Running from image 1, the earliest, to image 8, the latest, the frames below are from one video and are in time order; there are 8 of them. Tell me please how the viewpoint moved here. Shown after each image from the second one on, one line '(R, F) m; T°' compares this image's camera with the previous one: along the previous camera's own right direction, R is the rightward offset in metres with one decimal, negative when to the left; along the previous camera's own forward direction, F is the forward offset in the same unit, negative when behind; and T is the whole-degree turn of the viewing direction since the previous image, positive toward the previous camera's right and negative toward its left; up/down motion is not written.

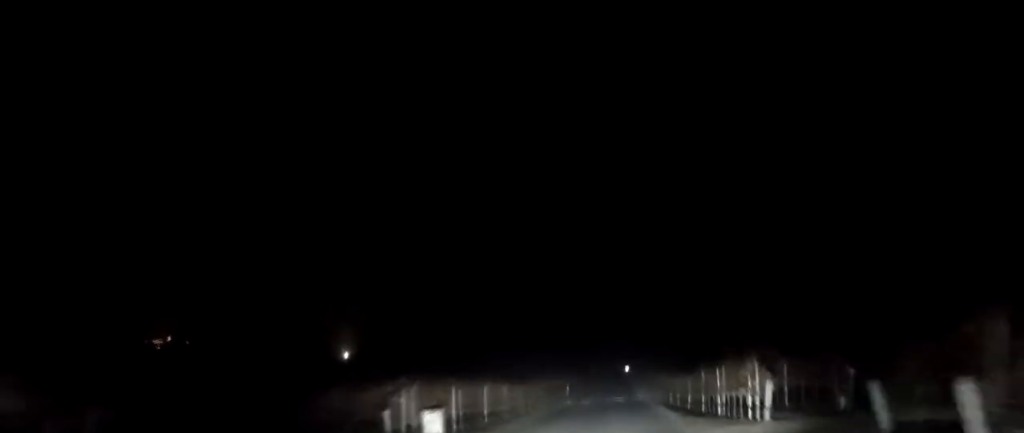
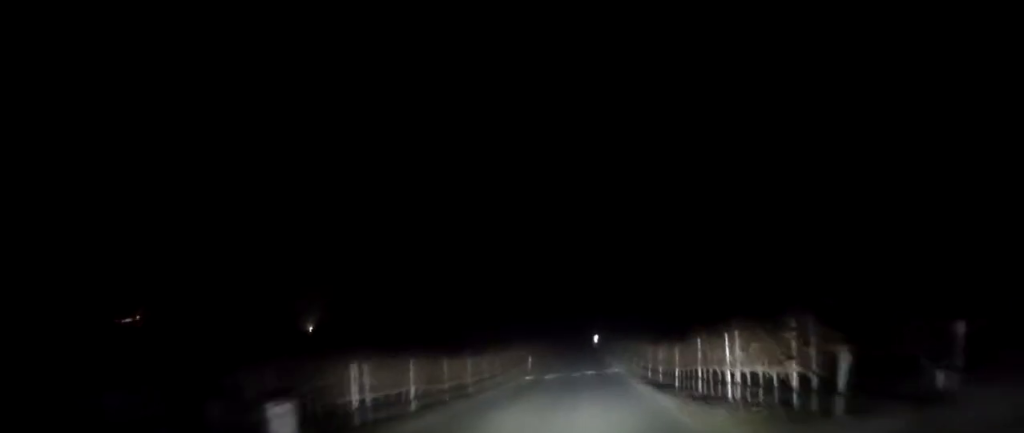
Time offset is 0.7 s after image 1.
(0.0, +7.2) m; -1°
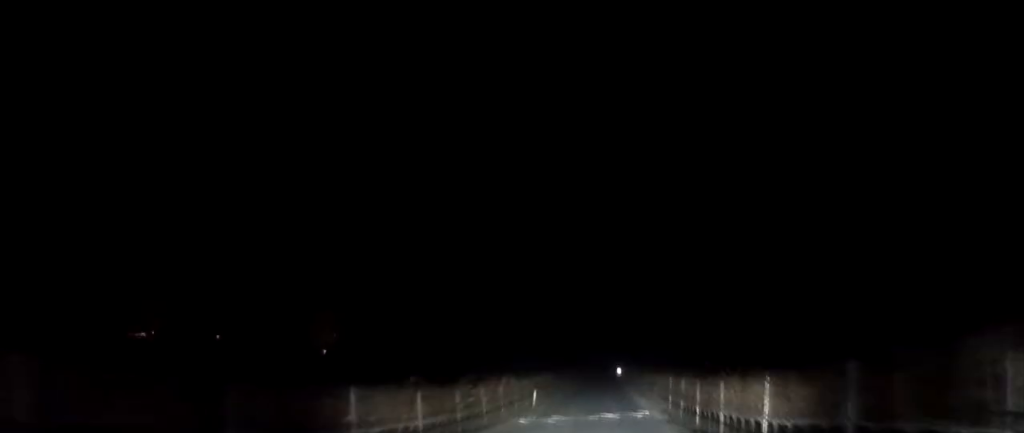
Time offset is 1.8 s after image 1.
(-0.2, +12.7) m; 0°
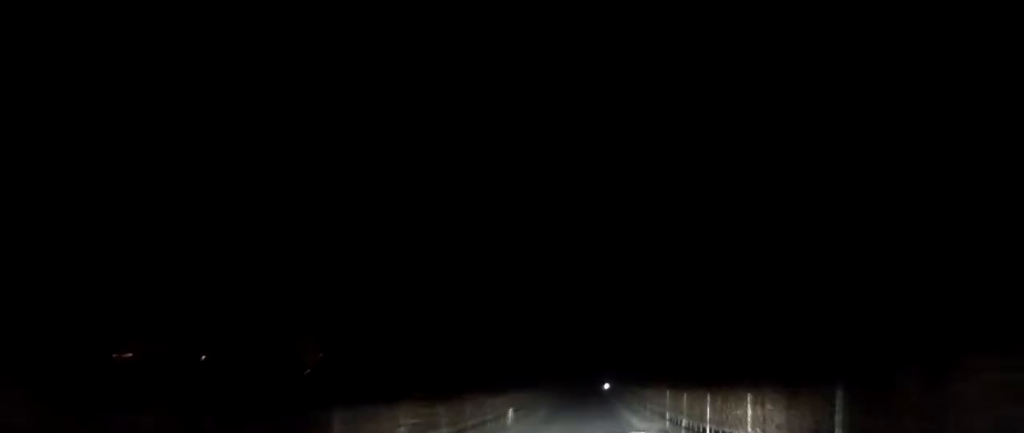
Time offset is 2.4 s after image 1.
(0.0, +5.9) m; +1°
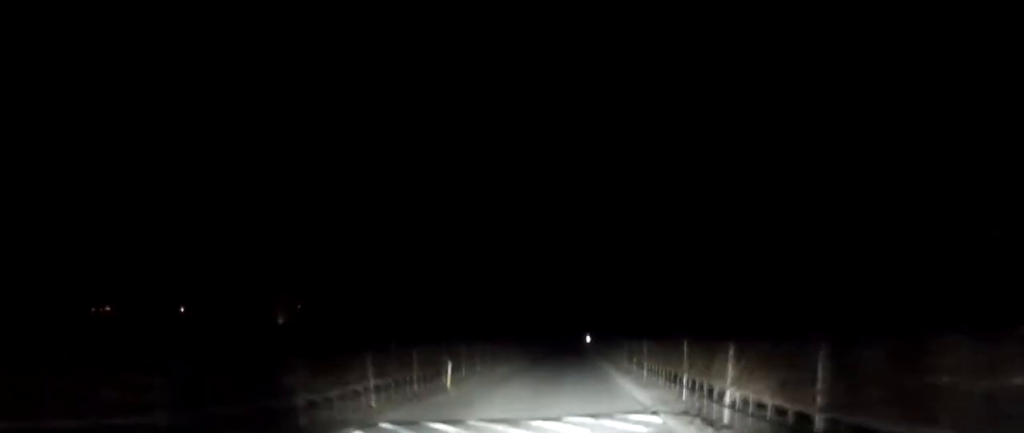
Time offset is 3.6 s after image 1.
(+0.4, +12.9) m; +1°
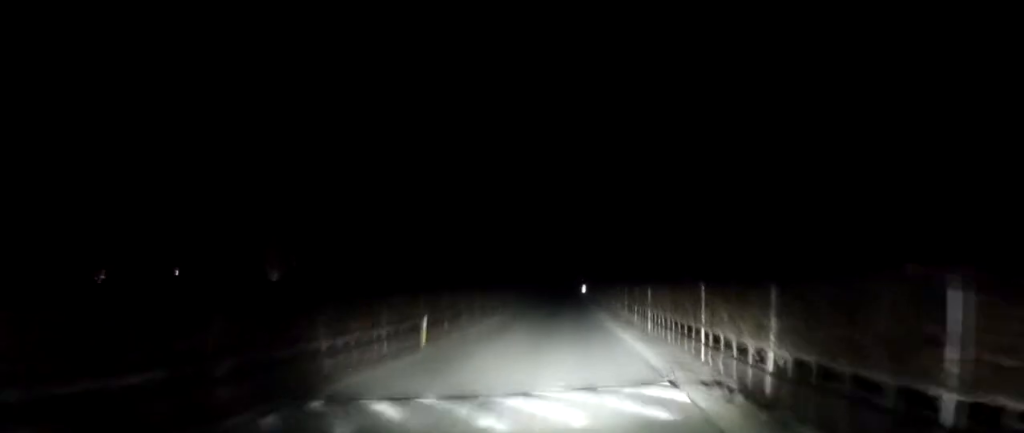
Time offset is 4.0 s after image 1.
(0.0, +4.3) m; -1°
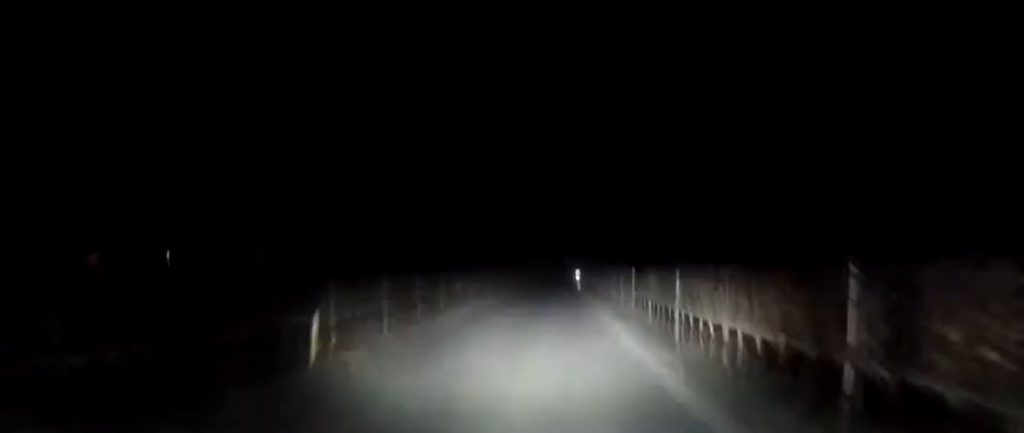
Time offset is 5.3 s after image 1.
(-0.4, +11.9) m; -1°
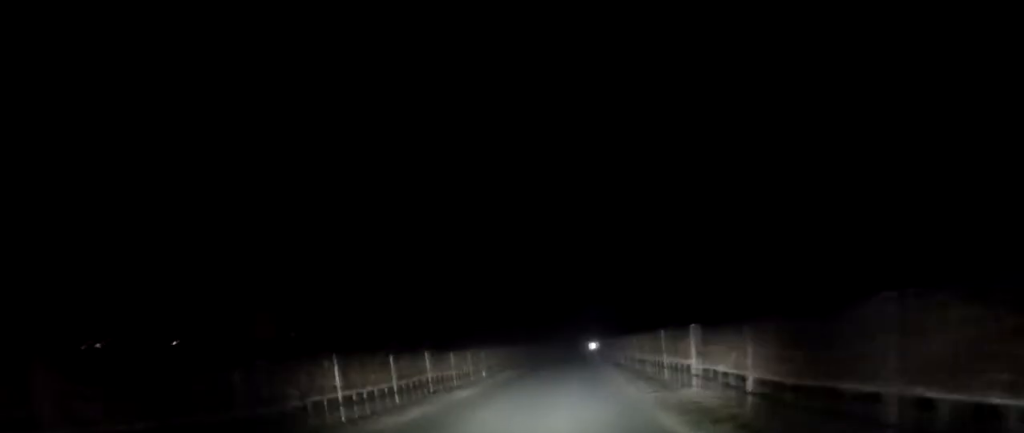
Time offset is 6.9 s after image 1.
(+0.3, +12.4) m; -1°
